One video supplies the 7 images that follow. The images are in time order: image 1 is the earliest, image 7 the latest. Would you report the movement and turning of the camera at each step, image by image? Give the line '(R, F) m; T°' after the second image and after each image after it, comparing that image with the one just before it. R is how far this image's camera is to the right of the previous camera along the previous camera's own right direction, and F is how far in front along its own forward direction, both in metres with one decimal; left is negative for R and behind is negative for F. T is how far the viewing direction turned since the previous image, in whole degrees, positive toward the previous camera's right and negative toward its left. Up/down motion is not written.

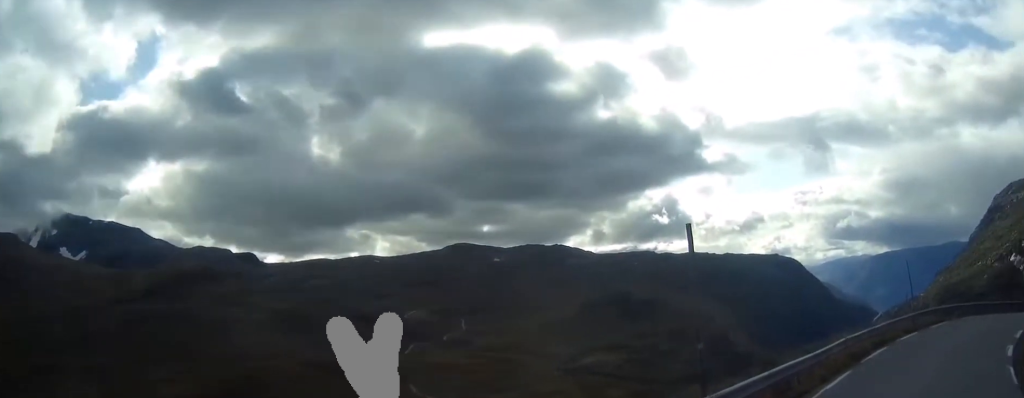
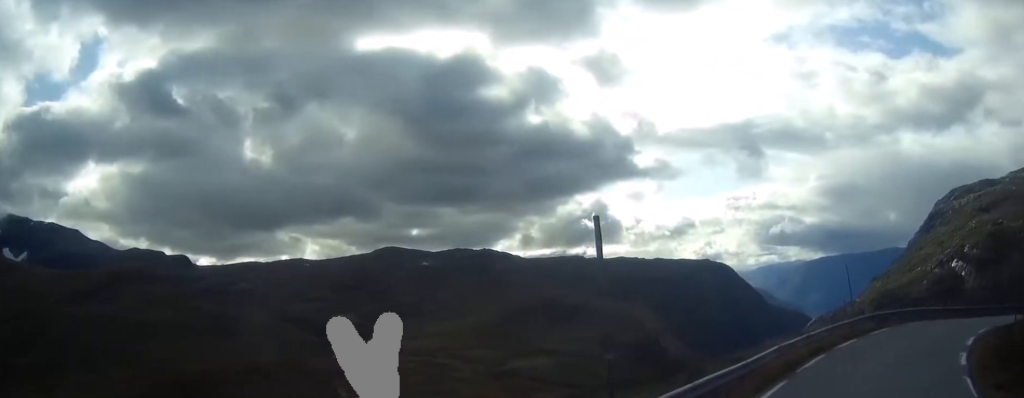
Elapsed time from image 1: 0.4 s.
(+0.1, +1.8) m; +3°
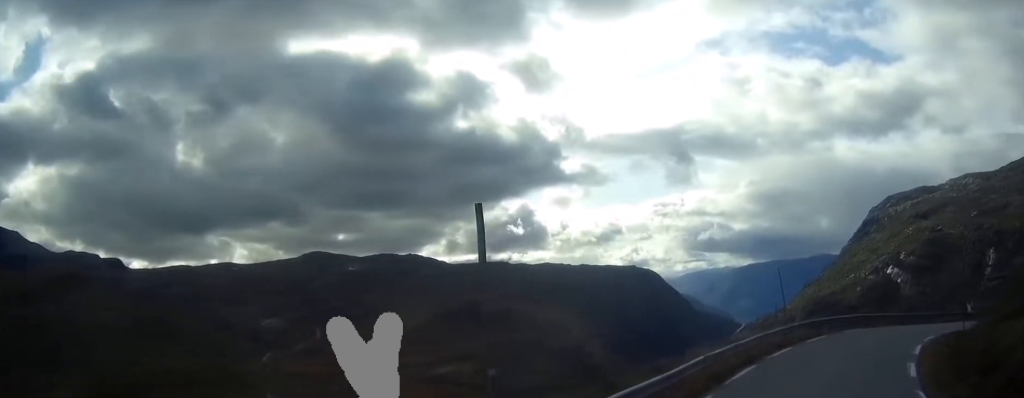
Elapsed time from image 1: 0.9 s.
(+0.1, +1.9) m; +3°
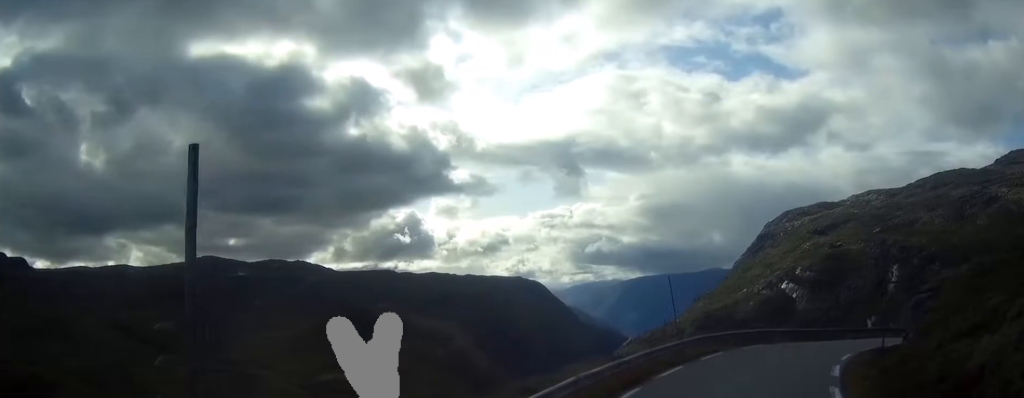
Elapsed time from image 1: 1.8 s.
(+0.2, +3.7) m; +1°
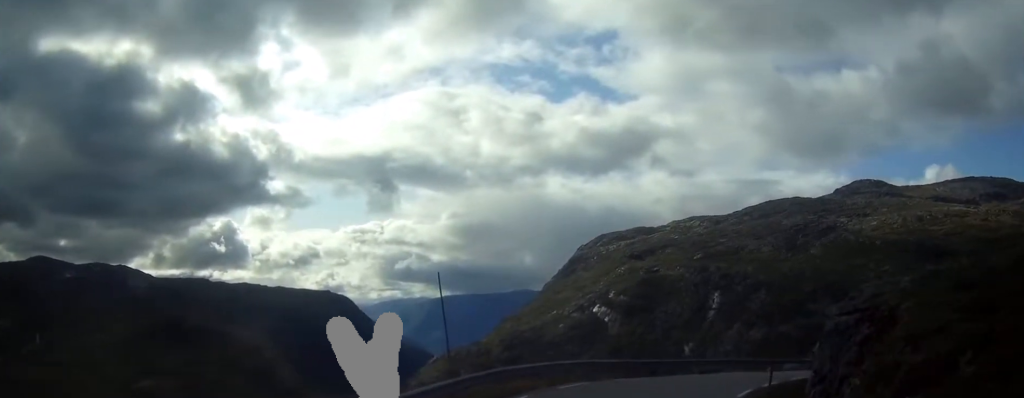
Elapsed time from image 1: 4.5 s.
(-0.1, +10.4) m; +5°
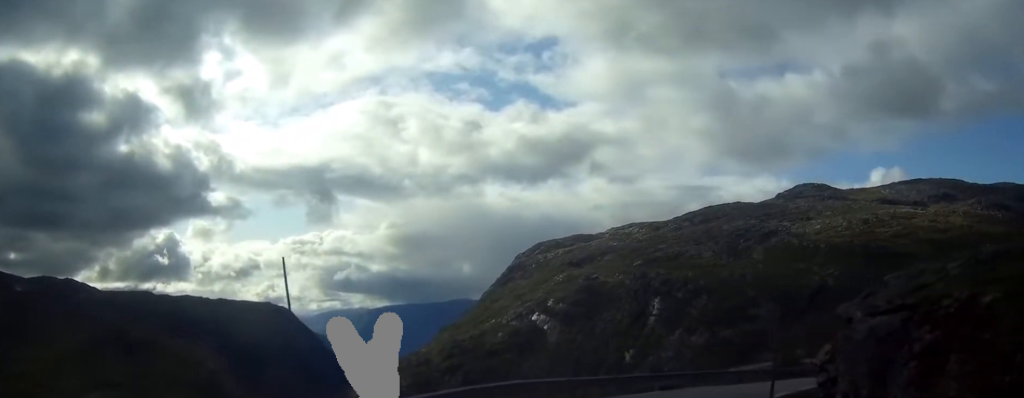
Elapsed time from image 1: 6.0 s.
(+0.5, +6.1) m; +3°
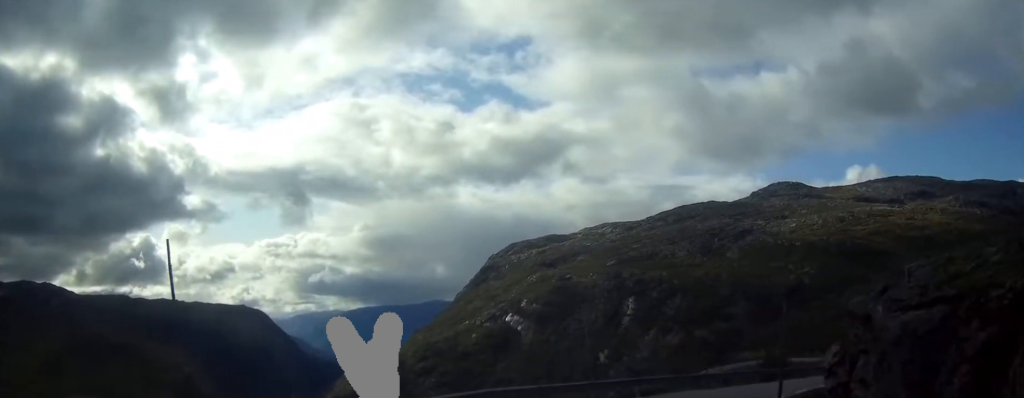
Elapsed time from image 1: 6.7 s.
(-0.1, +2.8) m; +1°
